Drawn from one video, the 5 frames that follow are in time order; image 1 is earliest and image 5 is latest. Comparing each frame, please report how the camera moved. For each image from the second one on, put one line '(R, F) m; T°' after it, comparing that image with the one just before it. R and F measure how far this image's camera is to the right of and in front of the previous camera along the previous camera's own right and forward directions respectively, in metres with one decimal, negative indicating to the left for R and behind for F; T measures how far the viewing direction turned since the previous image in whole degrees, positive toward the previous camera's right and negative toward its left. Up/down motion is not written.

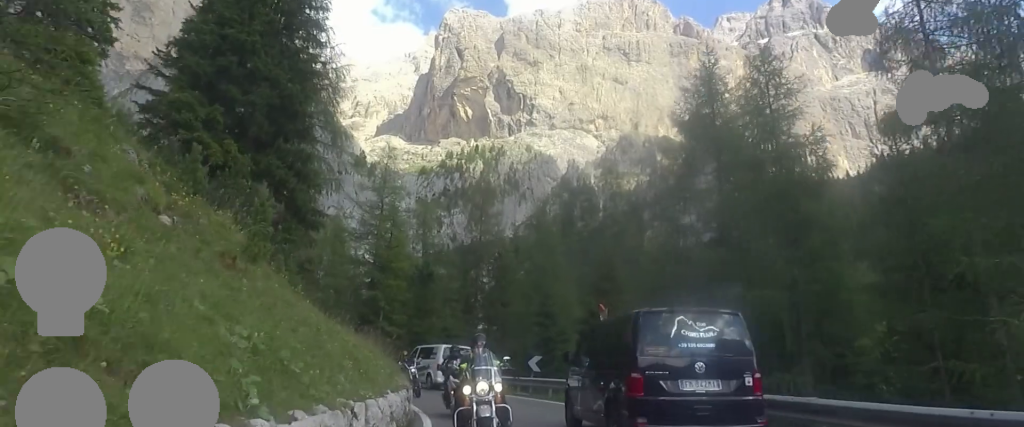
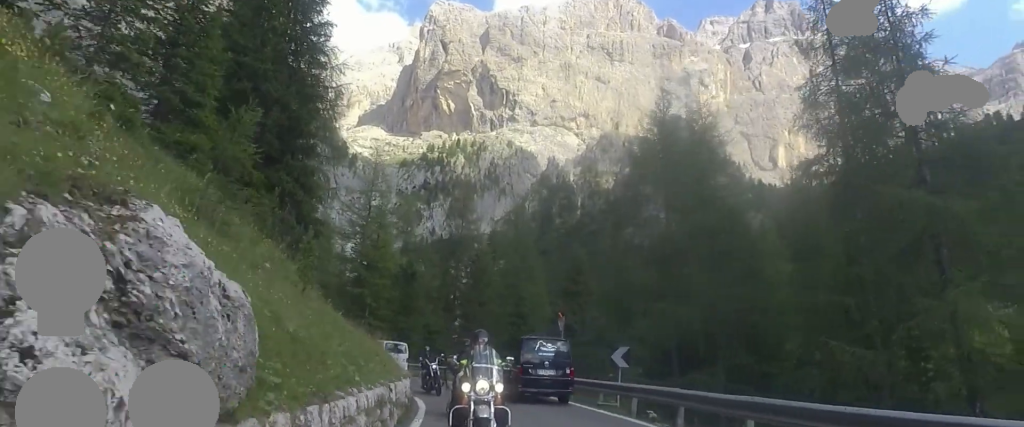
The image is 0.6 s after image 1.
(-0.3, +4.8) m; +3°
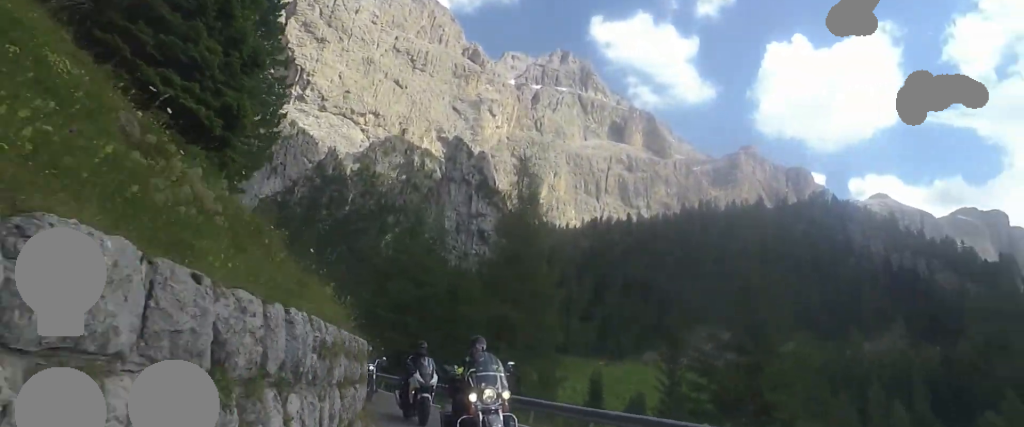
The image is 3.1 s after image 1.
(+3.5, +18.4) m; +21°
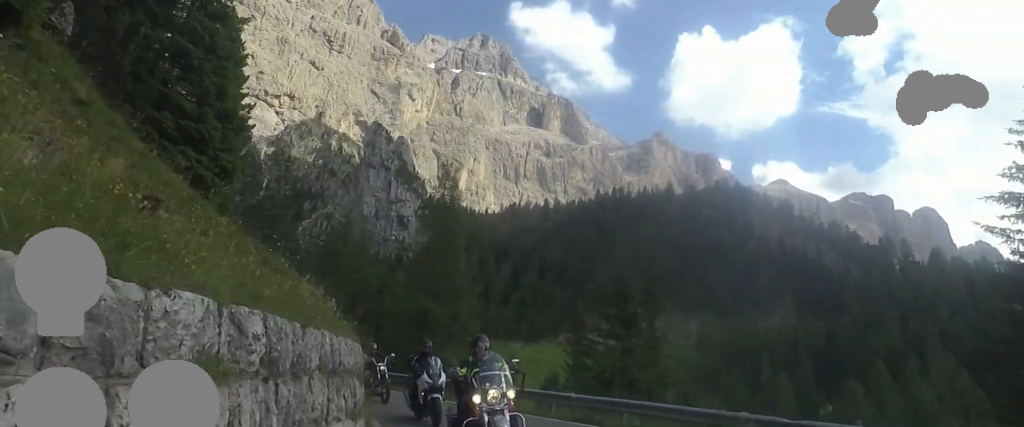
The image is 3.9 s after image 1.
(+0.5, +5.1) m; +6°
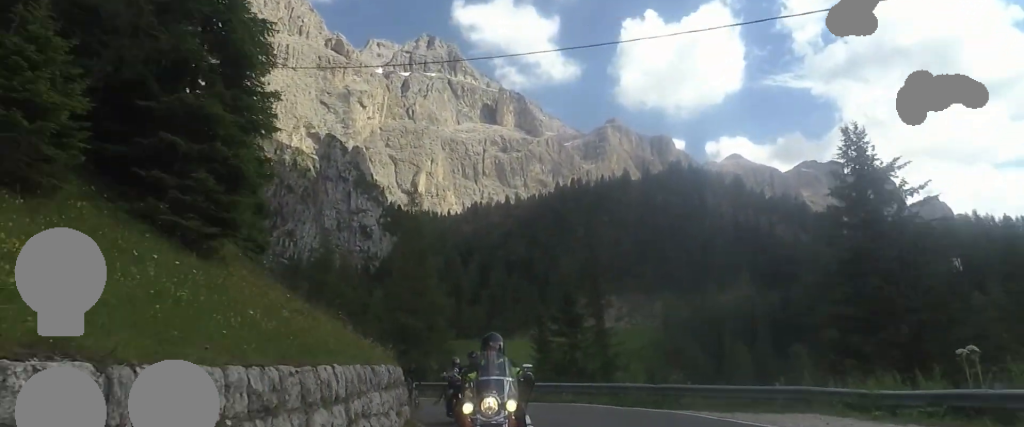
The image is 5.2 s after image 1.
(+0.2, +7.9) m; 0°
